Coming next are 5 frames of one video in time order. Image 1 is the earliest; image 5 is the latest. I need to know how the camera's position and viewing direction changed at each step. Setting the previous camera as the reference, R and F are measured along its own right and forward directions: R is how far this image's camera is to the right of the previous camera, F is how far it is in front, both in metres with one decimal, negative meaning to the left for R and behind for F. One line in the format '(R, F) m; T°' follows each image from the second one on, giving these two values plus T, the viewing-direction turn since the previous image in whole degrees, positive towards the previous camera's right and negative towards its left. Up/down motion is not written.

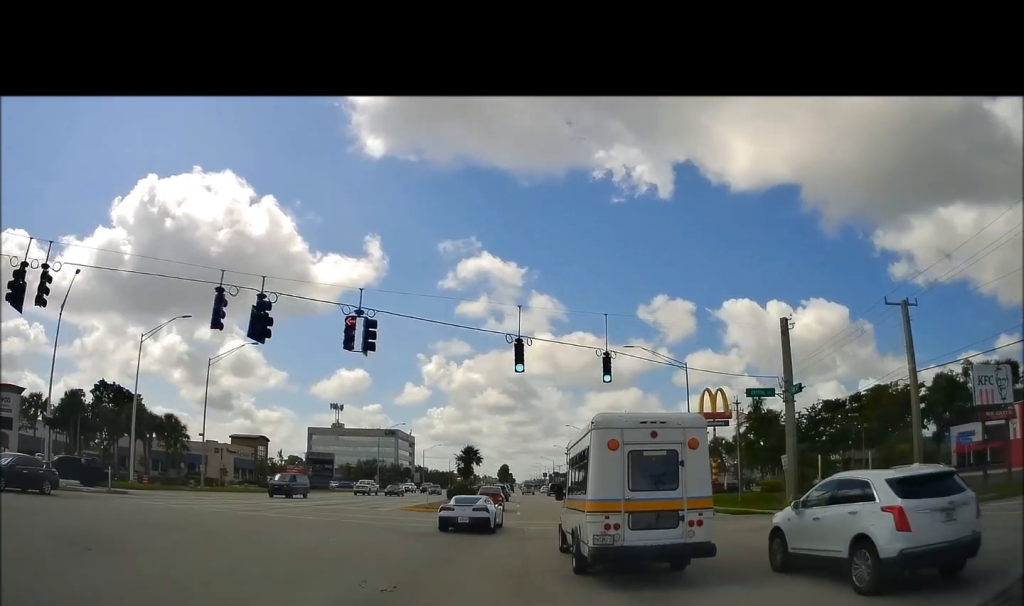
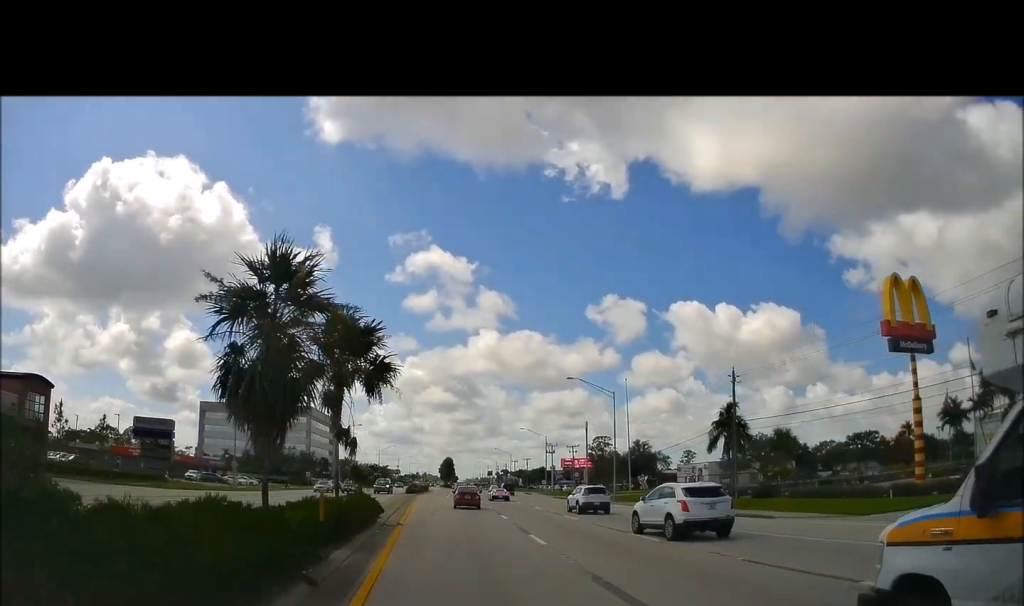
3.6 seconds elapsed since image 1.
(-0.2, +43.9) m; +2°
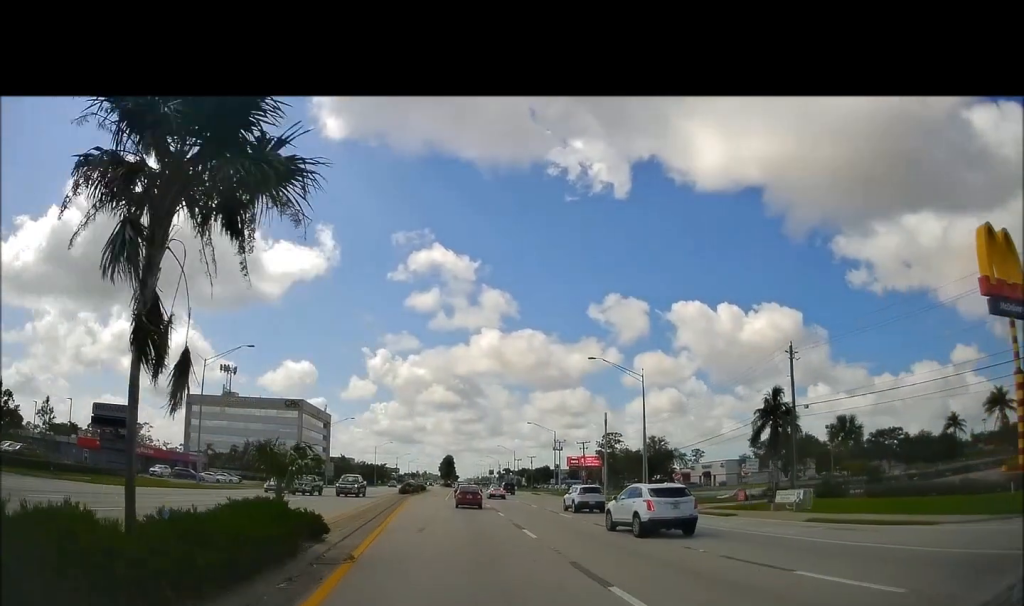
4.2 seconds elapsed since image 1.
(+0.2, +9.2) m; +2°
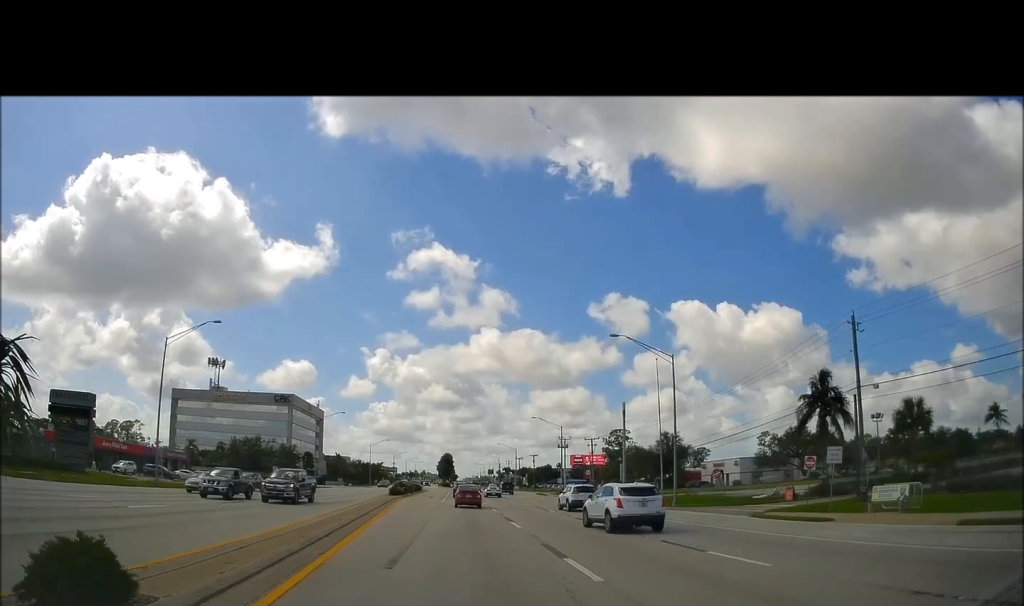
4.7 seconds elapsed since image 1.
(+0.3, +8.1) m; 0°
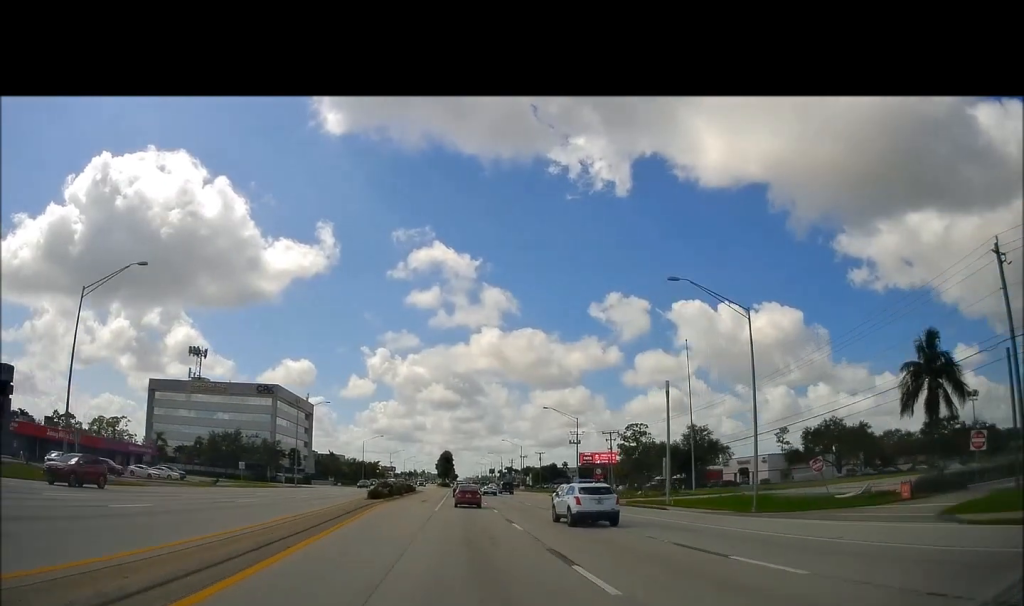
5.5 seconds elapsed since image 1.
(-0.1, +13.3) m; 0°
